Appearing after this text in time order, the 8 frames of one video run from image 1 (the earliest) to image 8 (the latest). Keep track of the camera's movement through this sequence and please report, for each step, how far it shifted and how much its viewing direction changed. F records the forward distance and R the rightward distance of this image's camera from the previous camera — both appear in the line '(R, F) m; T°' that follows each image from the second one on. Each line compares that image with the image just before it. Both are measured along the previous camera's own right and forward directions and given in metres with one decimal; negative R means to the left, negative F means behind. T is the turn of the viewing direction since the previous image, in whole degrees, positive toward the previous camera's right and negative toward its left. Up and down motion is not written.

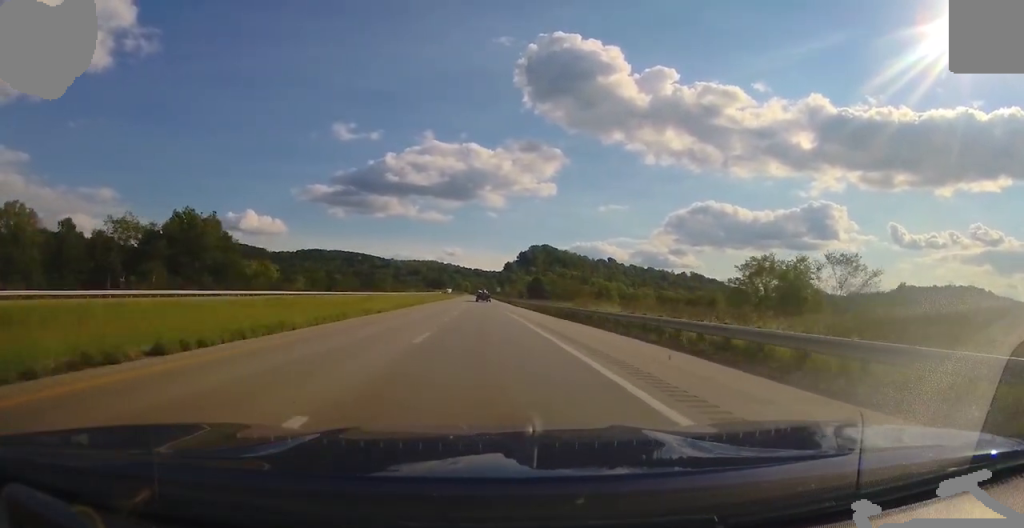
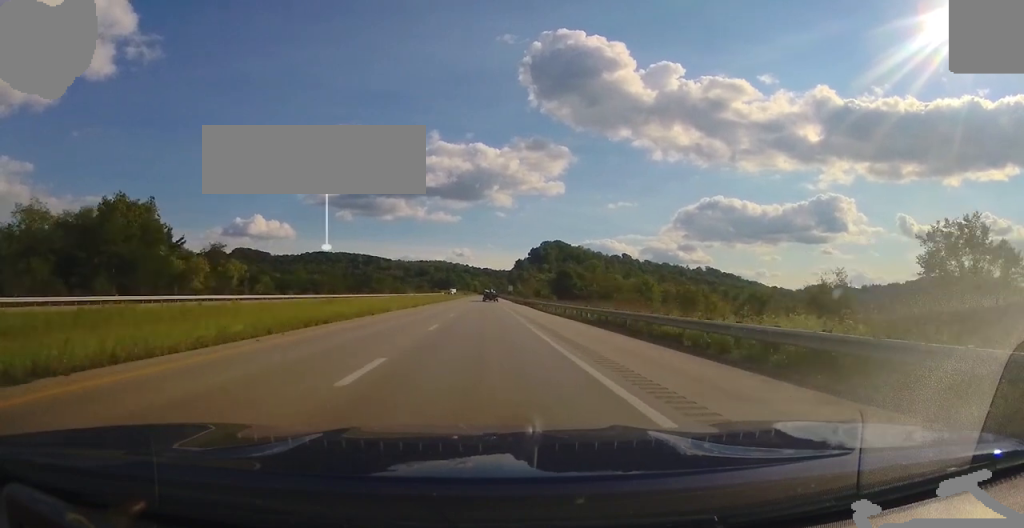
(-0.2, +31.1) m; 0°
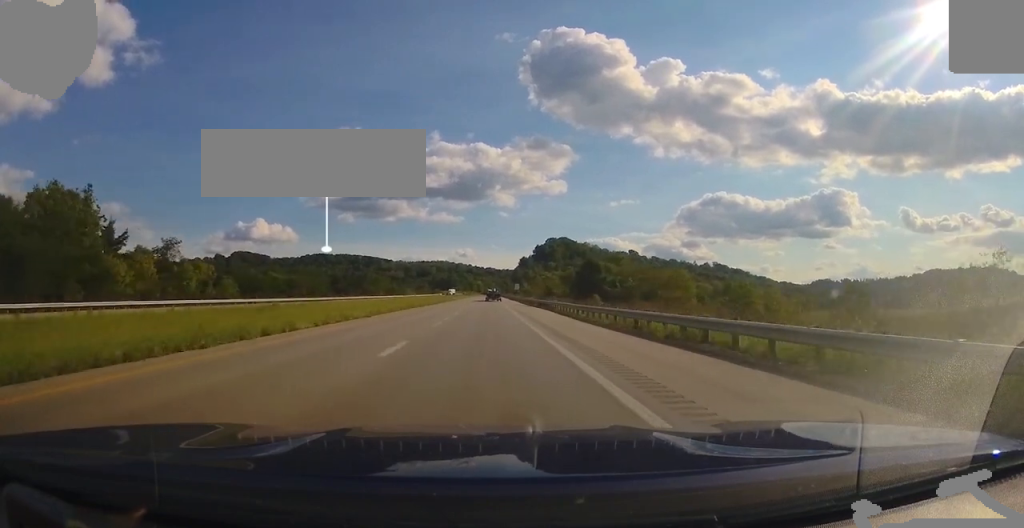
(0.0, +20.7) m; 0°
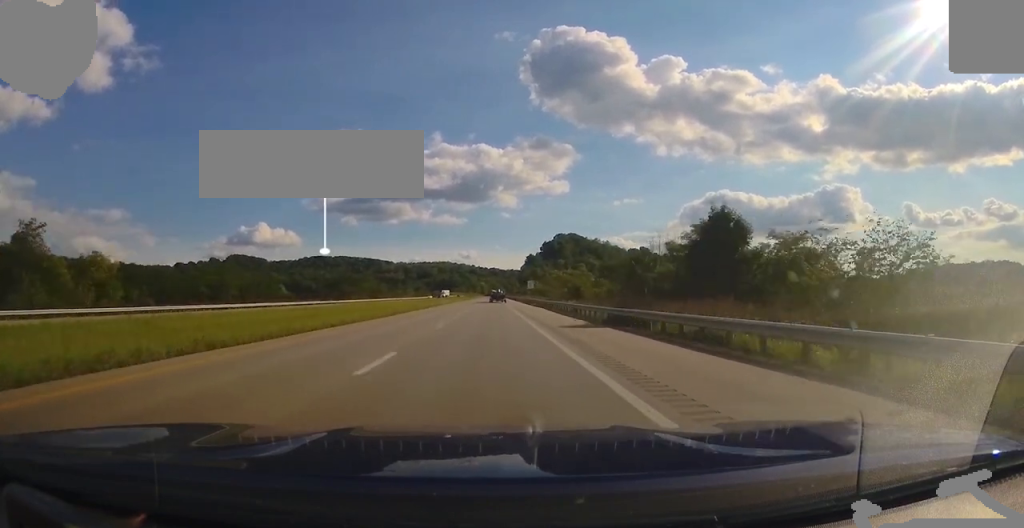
(0.0, +39.1) m; 0°
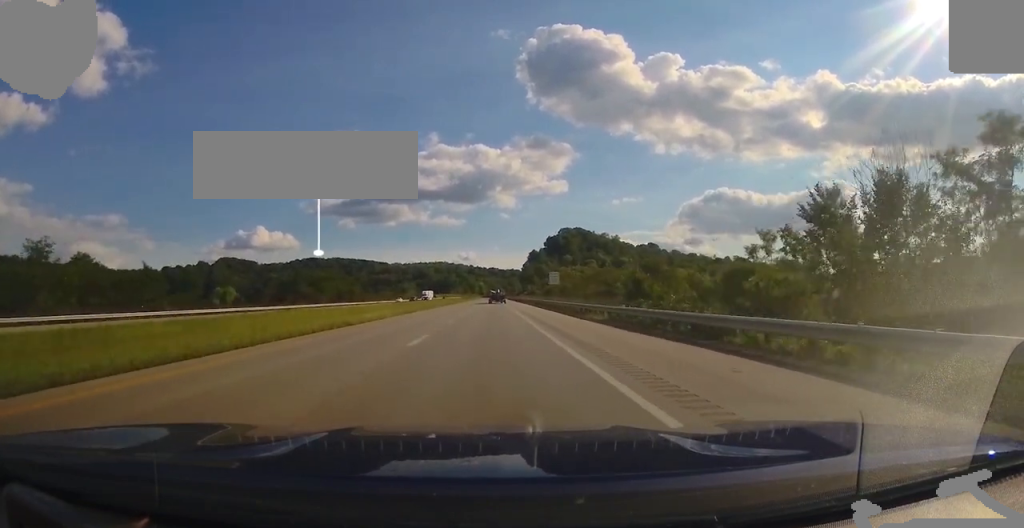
(0.0, +43.7) m; 0°
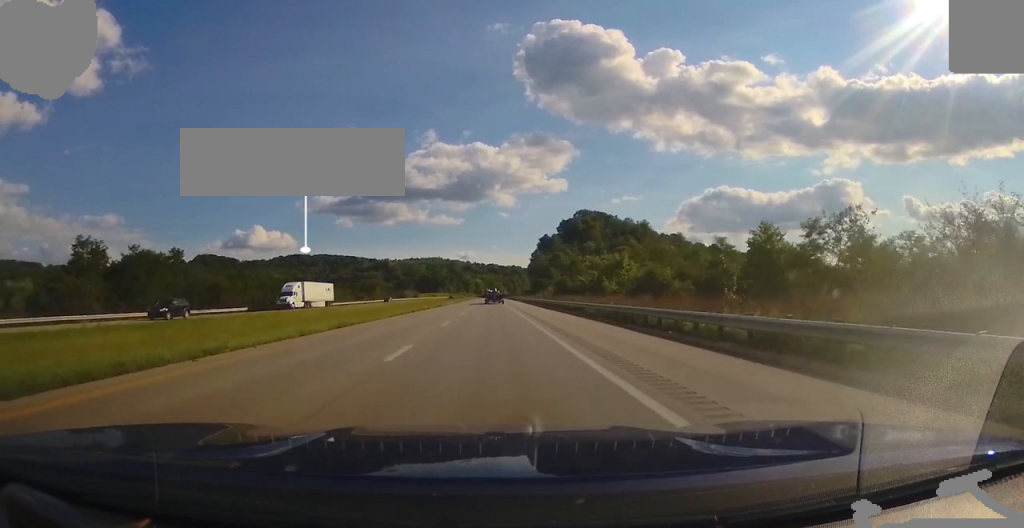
(-0.4, +88.2) m; 0°
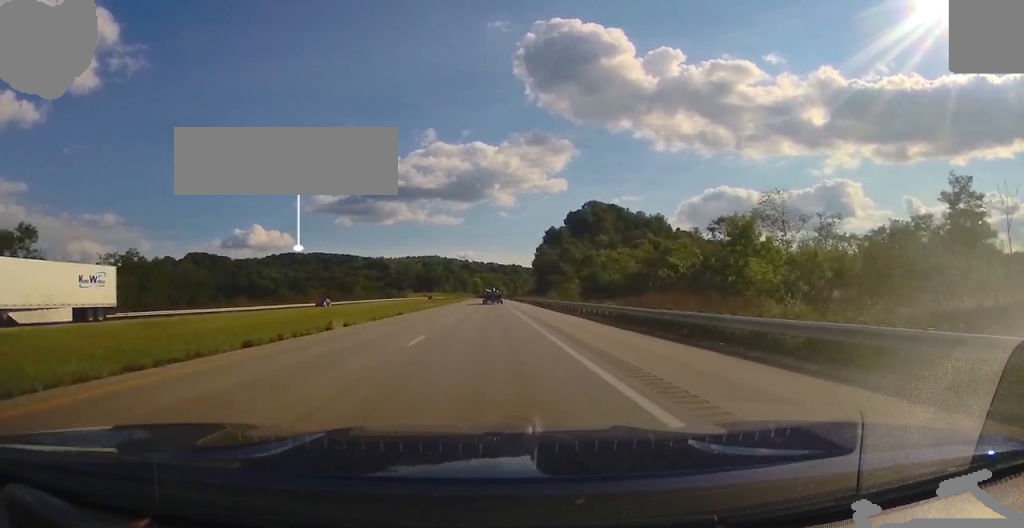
(0.0, +33.1) m; 0°
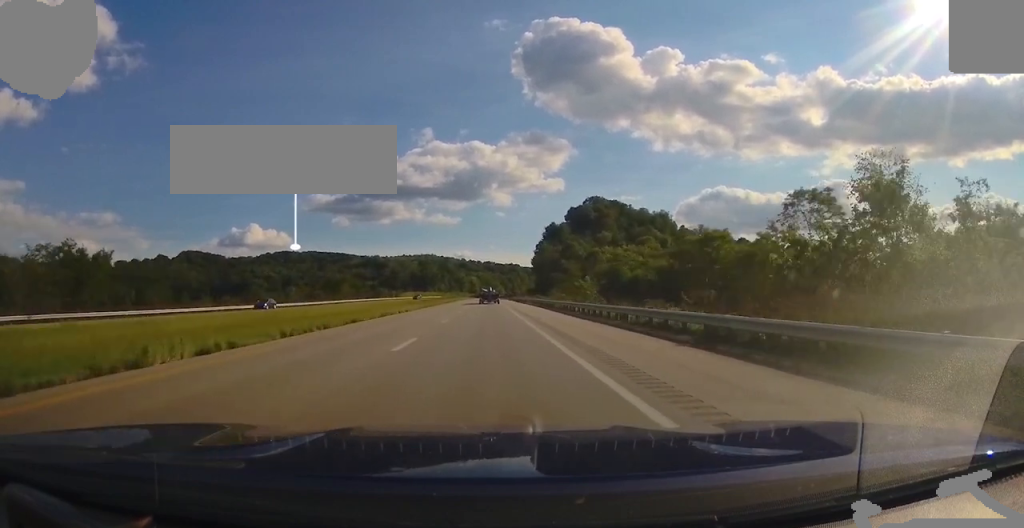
(0.0, +13.6) m; 0°
